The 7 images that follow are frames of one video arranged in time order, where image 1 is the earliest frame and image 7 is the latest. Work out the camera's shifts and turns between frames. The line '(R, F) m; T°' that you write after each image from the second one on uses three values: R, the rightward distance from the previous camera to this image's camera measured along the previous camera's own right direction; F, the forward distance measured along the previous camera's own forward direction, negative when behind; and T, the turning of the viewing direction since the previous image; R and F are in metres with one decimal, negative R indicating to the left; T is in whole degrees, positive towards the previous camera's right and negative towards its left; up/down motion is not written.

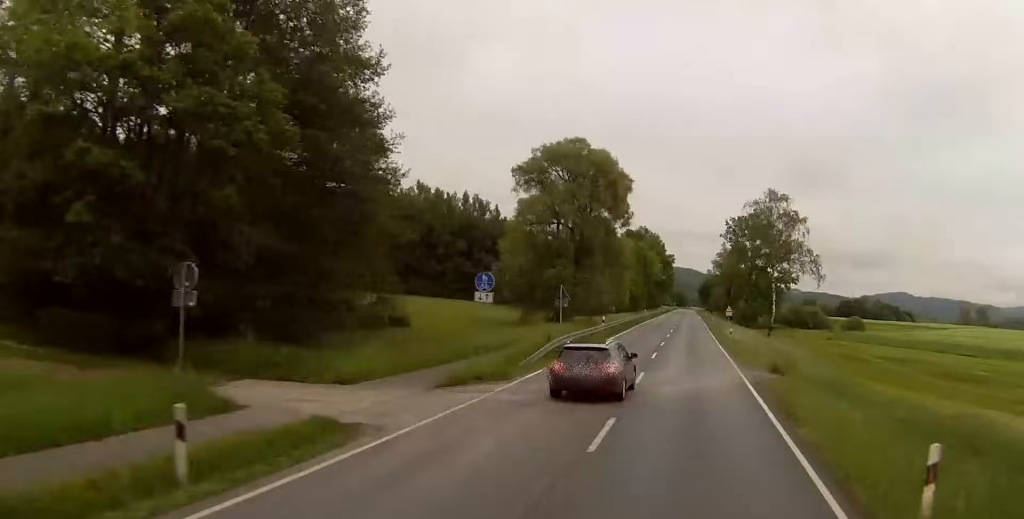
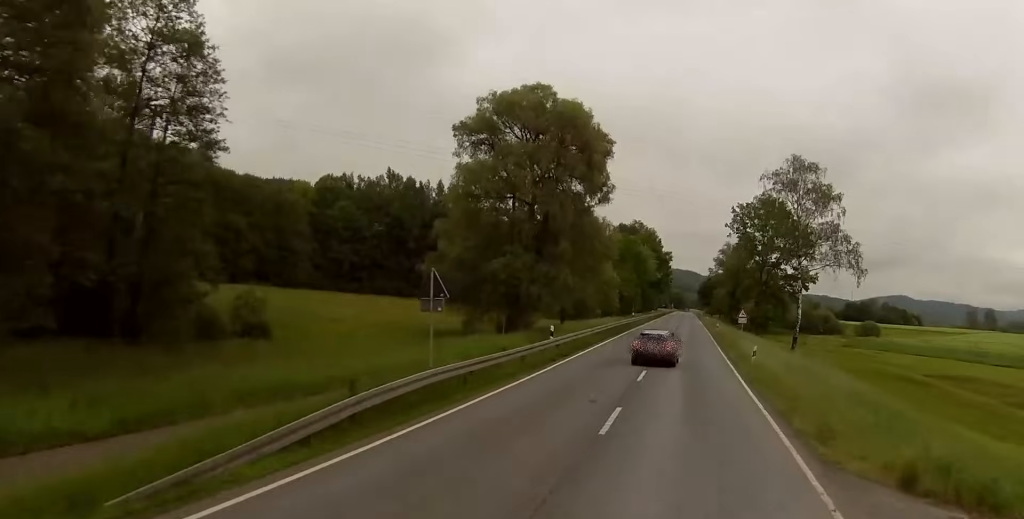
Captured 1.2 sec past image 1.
(-0.2, +21.5) m; 0°
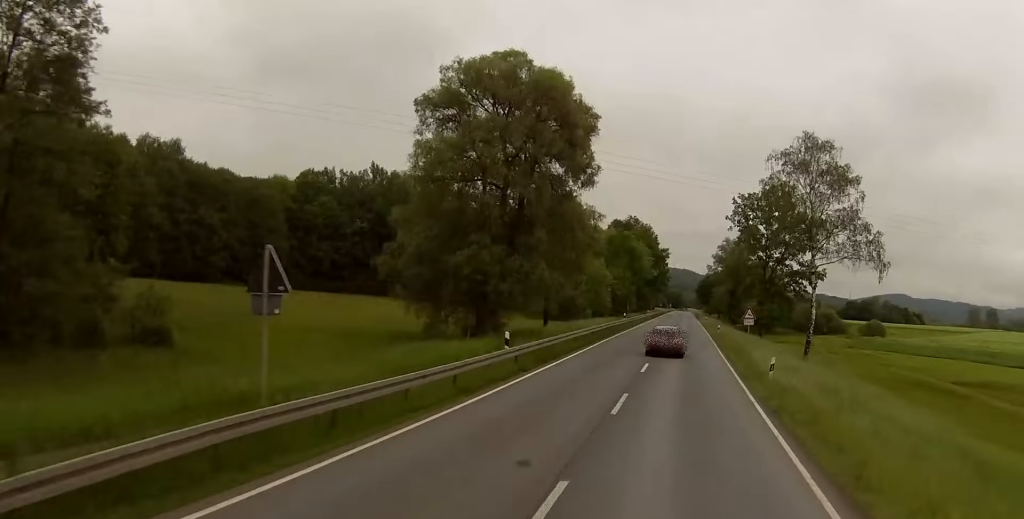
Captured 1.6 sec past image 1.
(0.0, +8.6) m; 0°
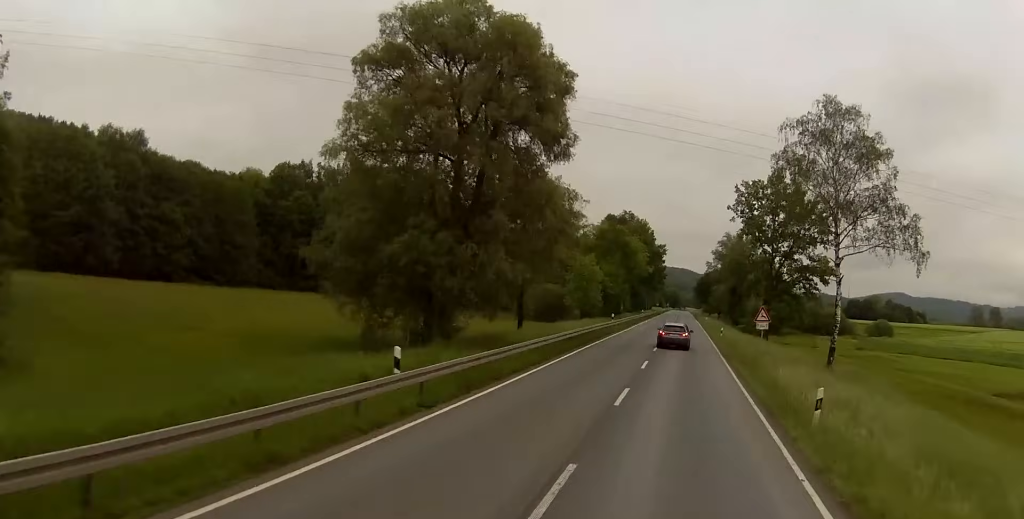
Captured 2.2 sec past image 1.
(+0.2, +10.5) m; +1°
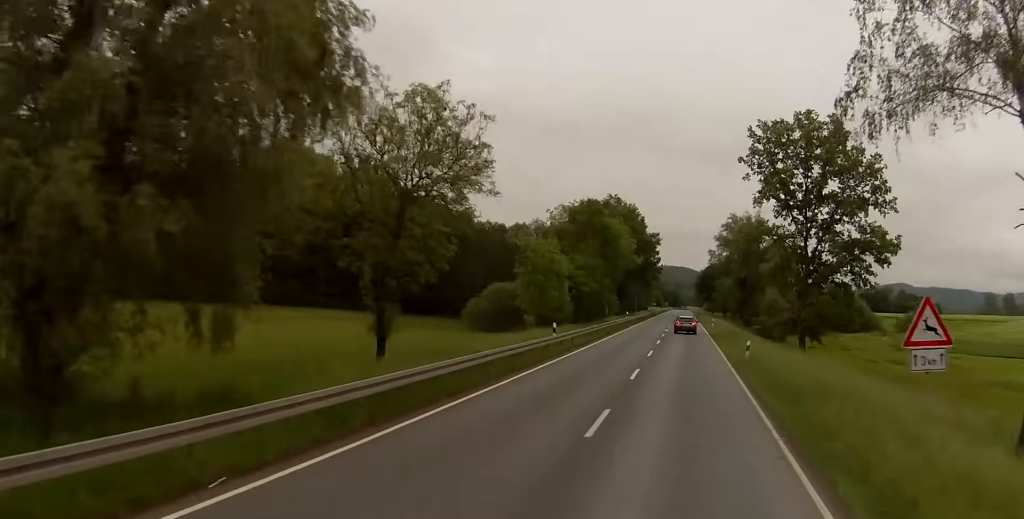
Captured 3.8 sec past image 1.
(+0.1, +29.3) m; 0°
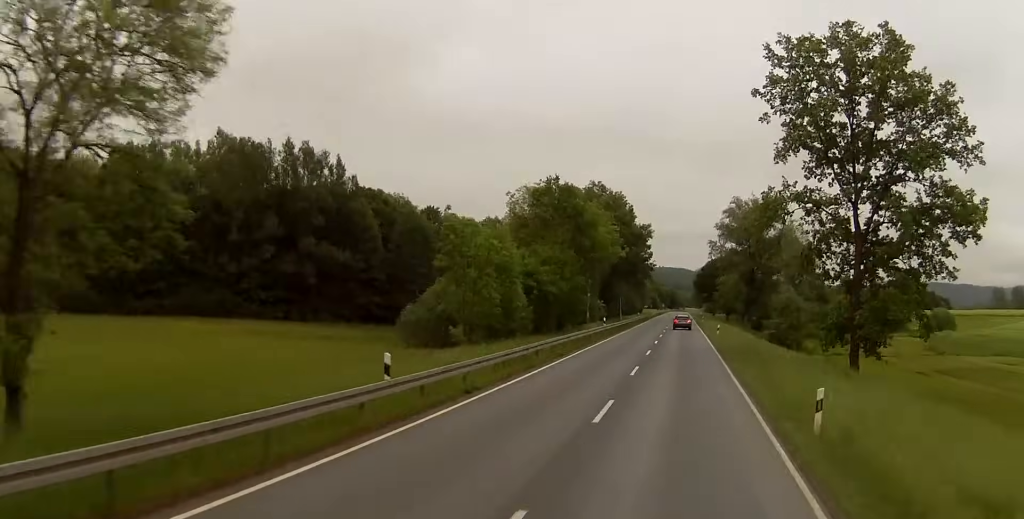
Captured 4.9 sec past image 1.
(0.0, +21.4) m; 0°
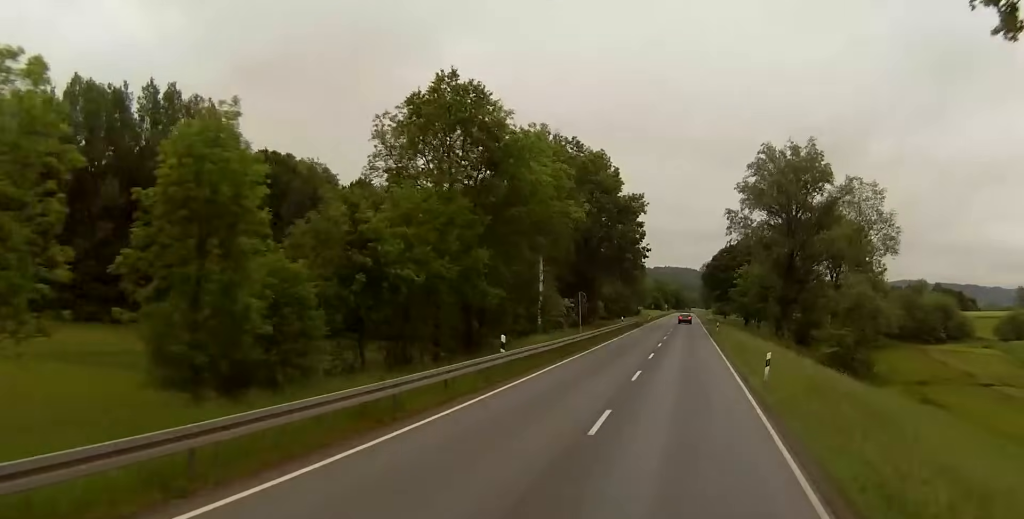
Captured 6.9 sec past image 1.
(-0.1, +38.1) m; 0°
